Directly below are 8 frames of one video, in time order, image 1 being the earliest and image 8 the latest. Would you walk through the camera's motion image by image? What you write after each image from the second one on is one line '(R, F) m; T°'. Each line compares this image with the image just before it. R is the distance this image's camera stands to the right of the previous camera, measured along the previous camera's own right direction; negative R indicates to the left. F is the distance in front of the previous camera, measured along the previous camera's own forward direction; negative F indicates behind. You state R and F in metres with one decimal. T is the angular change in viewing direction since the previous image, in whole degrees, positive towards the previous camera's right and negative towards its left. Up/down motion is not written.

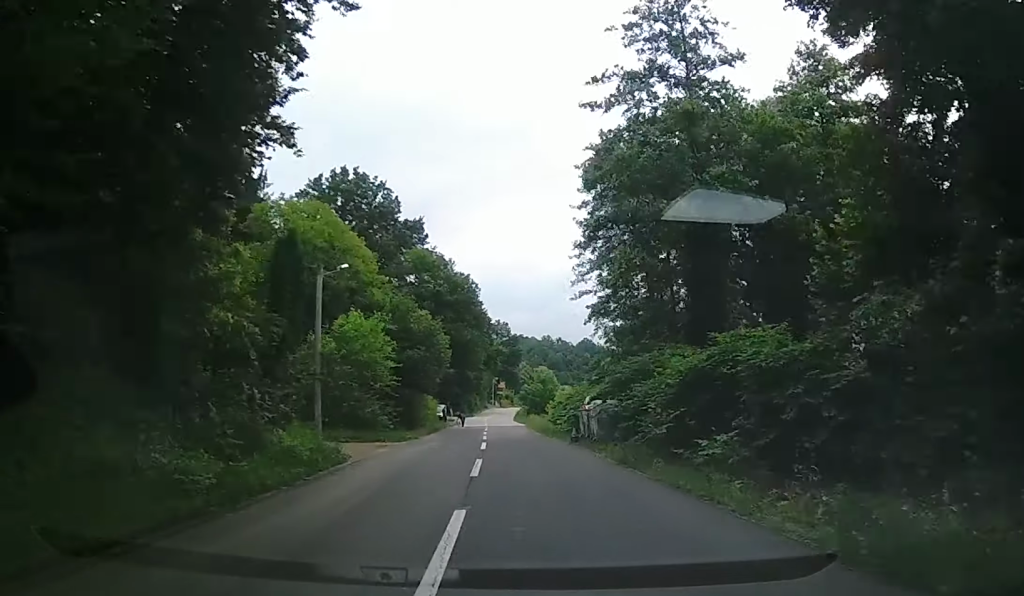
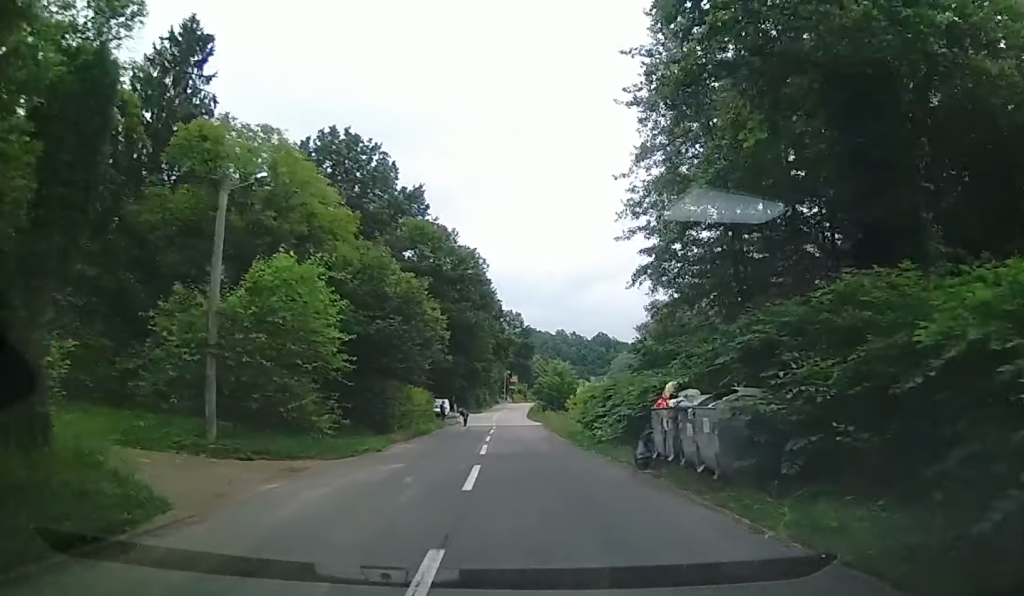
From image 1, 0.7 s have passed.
(-0.1, +11.2) m; -1°
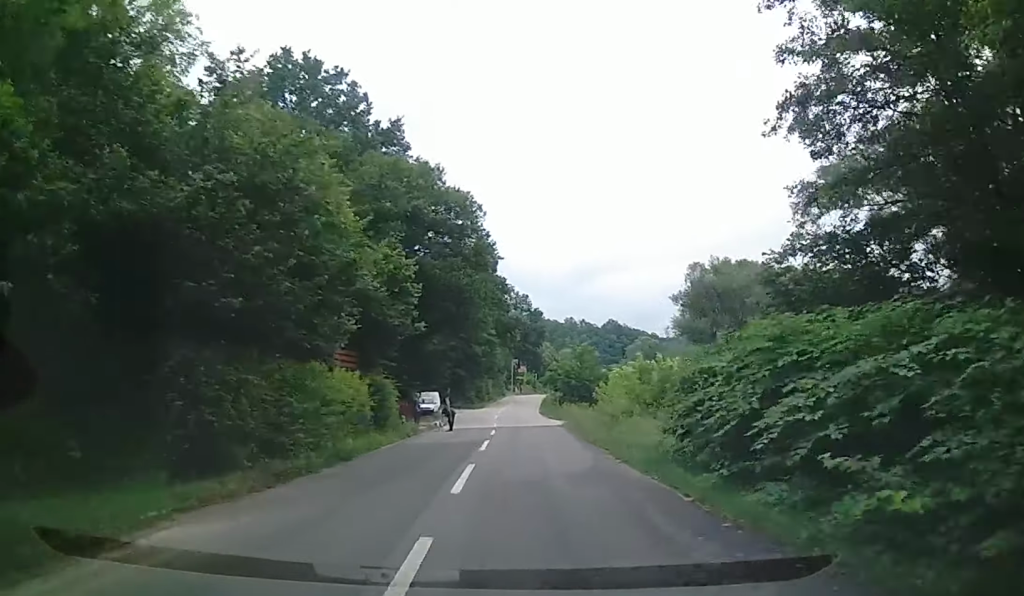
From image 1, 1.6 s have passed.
(+0.1, +16.2) m; 0°
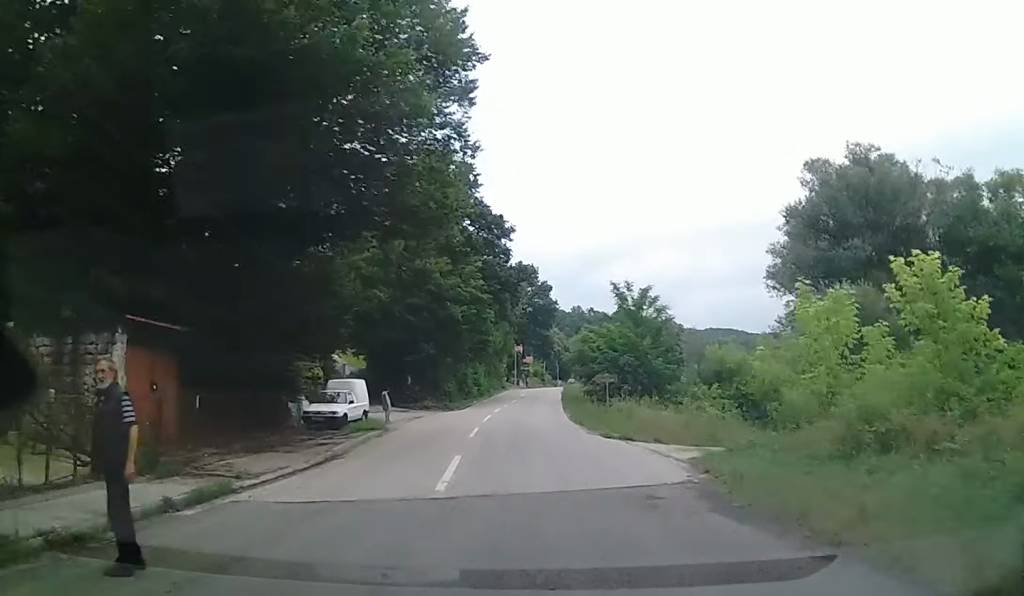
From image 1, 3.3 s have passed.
(+0.7, +28.2) m; +2°
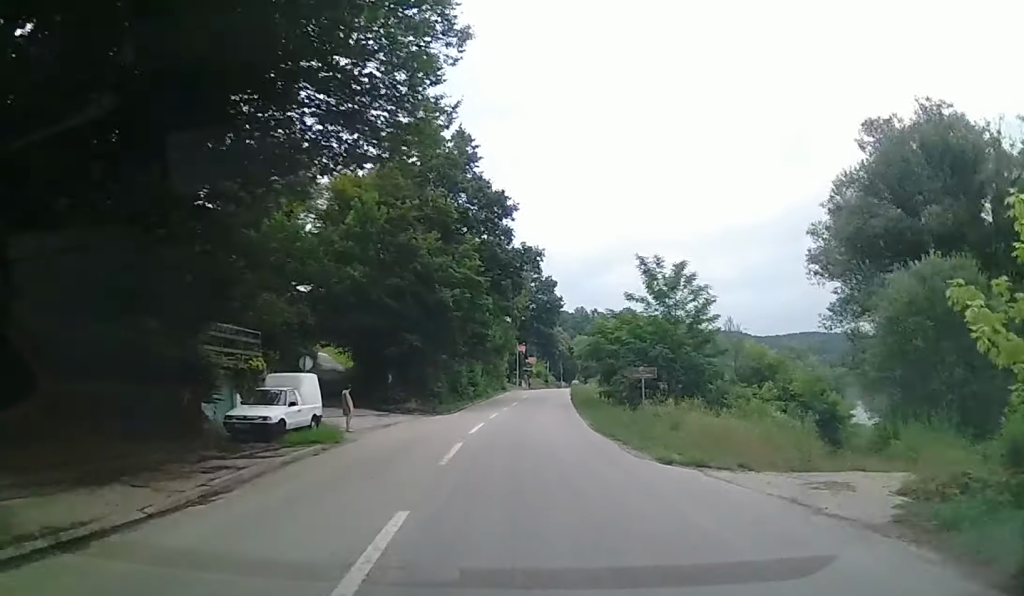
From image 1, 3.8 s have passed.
(-0.2, +7.1) m; -1°
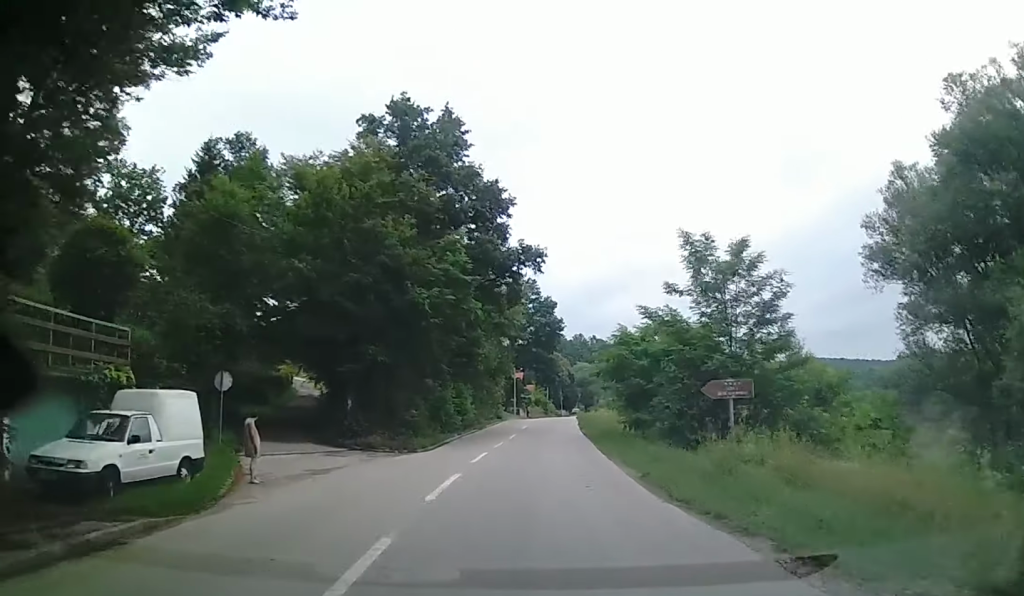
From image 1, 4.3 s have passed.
(-0.2, +8.2) m; -1°
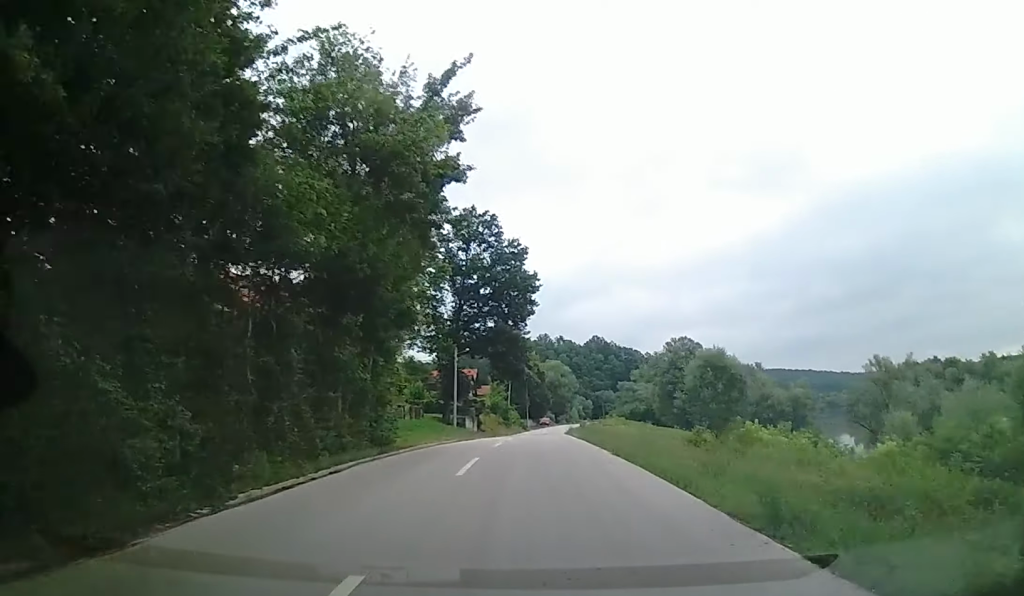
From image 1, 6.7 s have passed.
(+0.4, +39.9) m; +2°
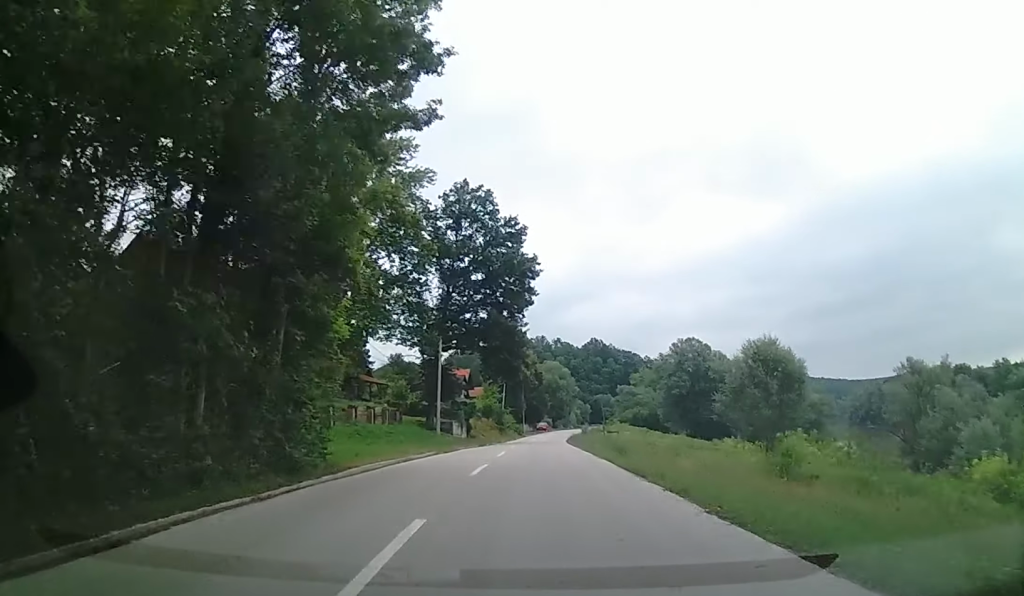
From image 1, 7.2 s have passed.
(0.0, +8.9) m; 0°
